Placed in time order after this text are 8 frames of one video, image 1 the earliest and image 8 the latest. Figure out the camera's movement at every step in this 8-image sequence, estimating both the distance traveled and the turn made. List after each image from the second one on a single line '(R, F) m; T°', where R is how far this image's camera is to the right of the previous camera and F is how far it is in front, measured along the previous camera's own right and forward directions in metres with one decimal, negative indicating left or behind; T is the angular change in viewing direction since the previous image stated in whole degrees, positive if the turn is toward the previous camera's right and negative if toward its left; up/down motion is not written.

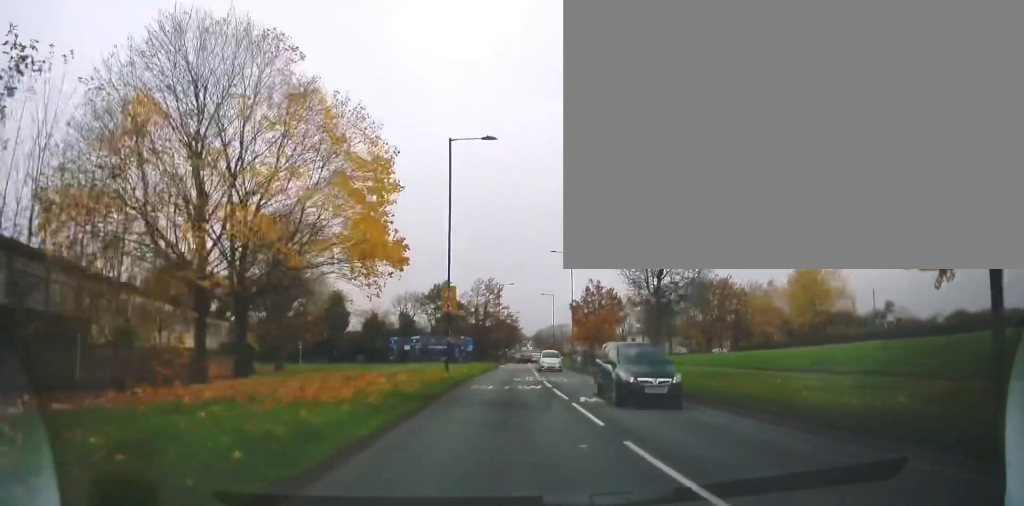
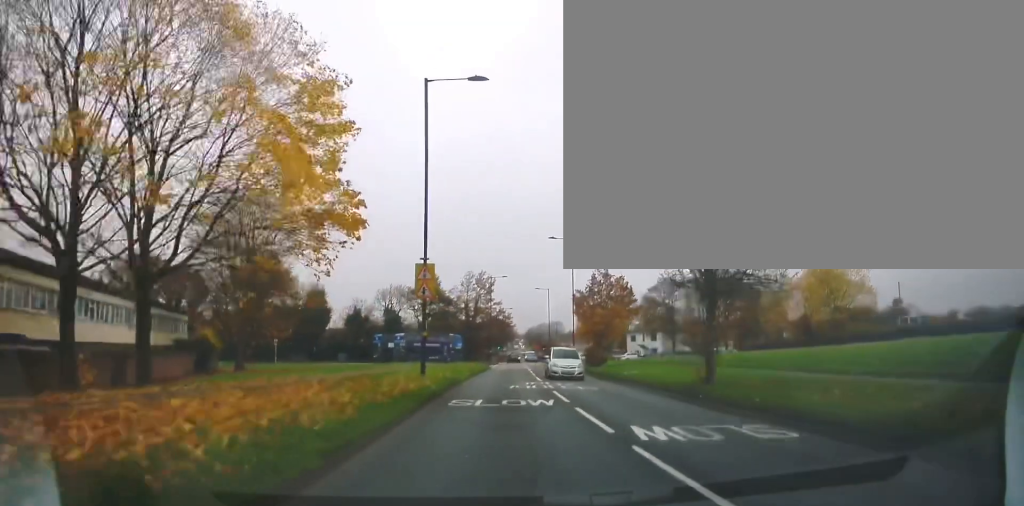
(0.0, +7.2) m; -1°
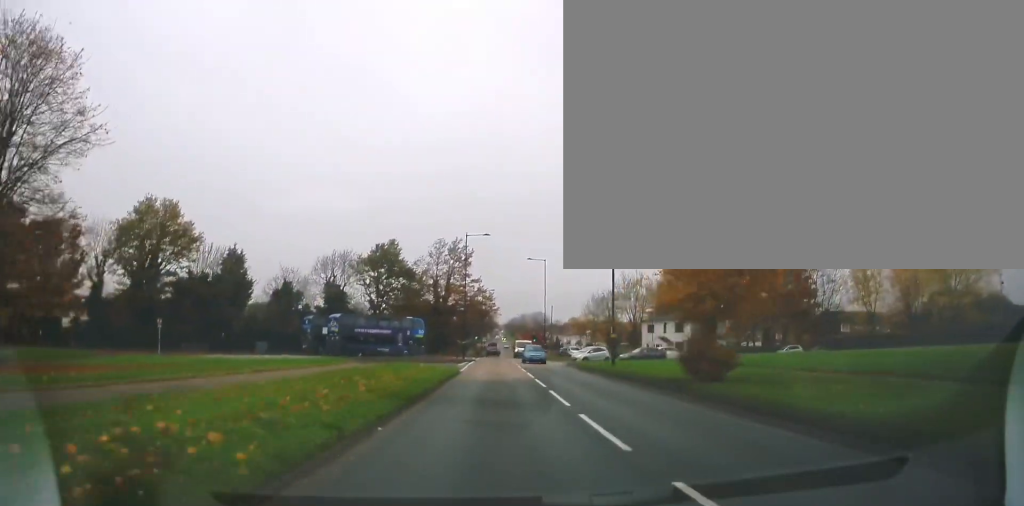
(-0.2, +26.3) m; 0°
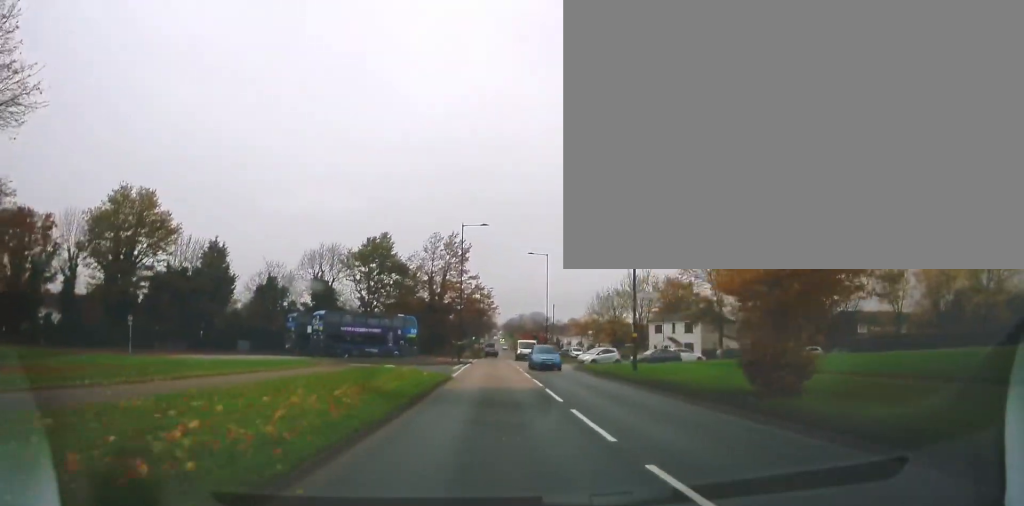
(-0.2, +5.1) m; +1°
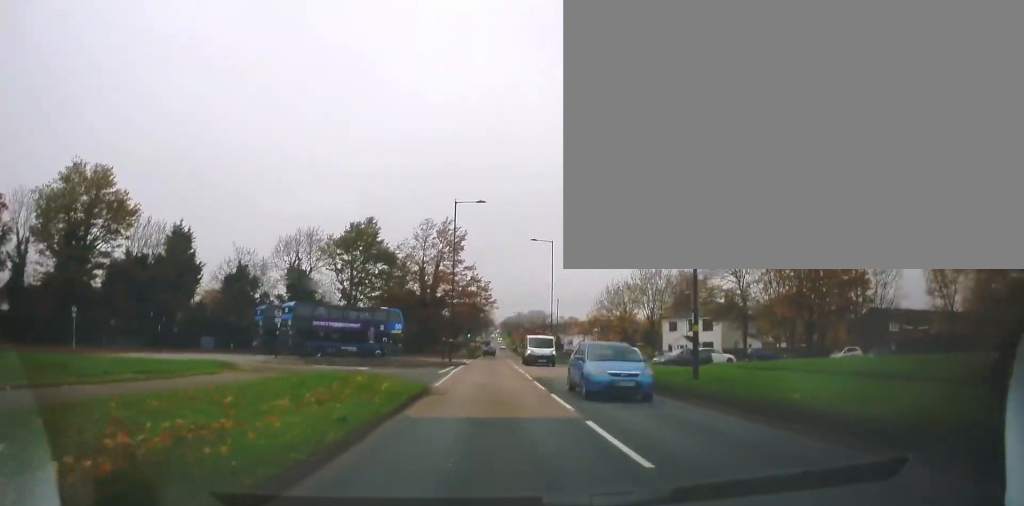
(+0.2, +8.3) m; +1°
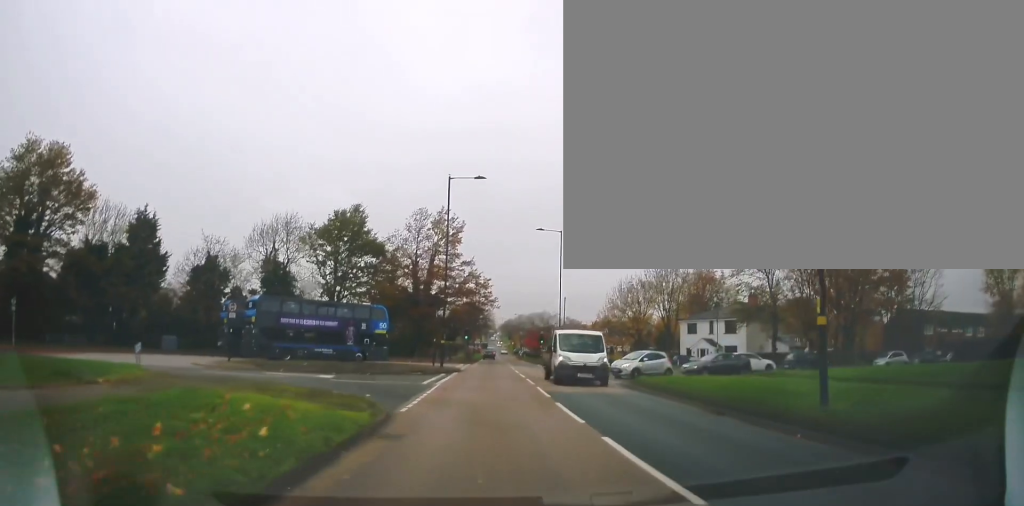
(0.0, +8.0) m; -1°
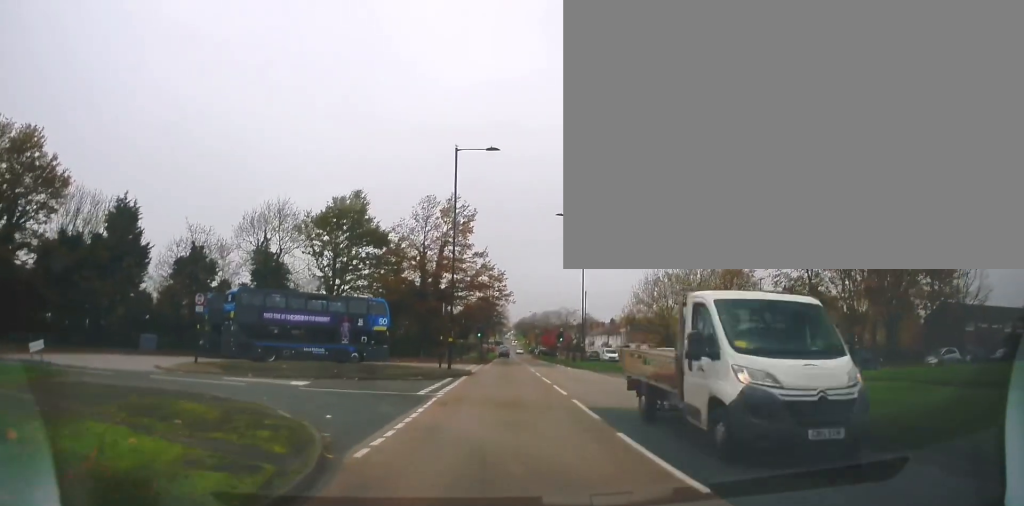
(-0.1, +5.6) m; -2°
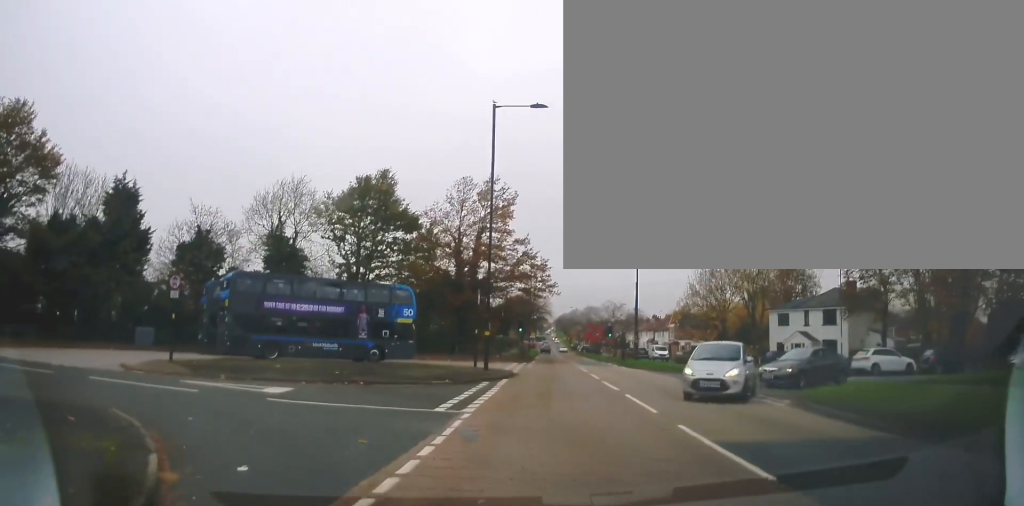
(-0.1, +6.2) m; -5°
